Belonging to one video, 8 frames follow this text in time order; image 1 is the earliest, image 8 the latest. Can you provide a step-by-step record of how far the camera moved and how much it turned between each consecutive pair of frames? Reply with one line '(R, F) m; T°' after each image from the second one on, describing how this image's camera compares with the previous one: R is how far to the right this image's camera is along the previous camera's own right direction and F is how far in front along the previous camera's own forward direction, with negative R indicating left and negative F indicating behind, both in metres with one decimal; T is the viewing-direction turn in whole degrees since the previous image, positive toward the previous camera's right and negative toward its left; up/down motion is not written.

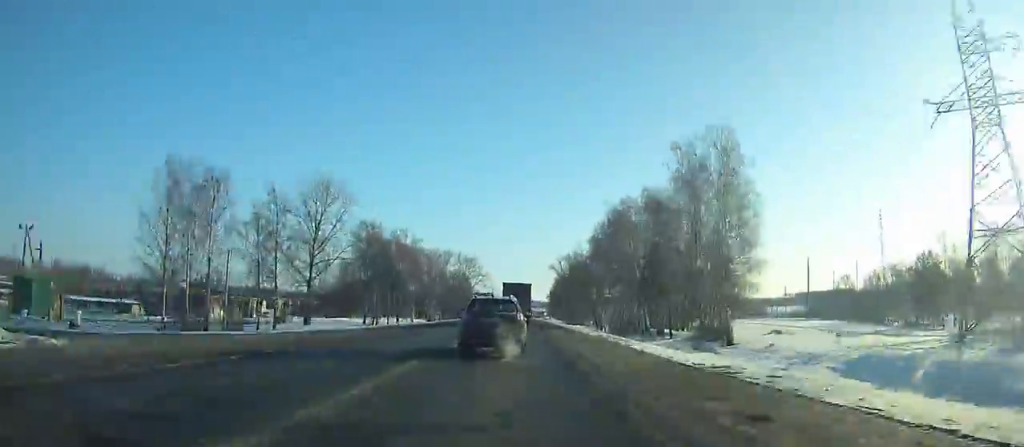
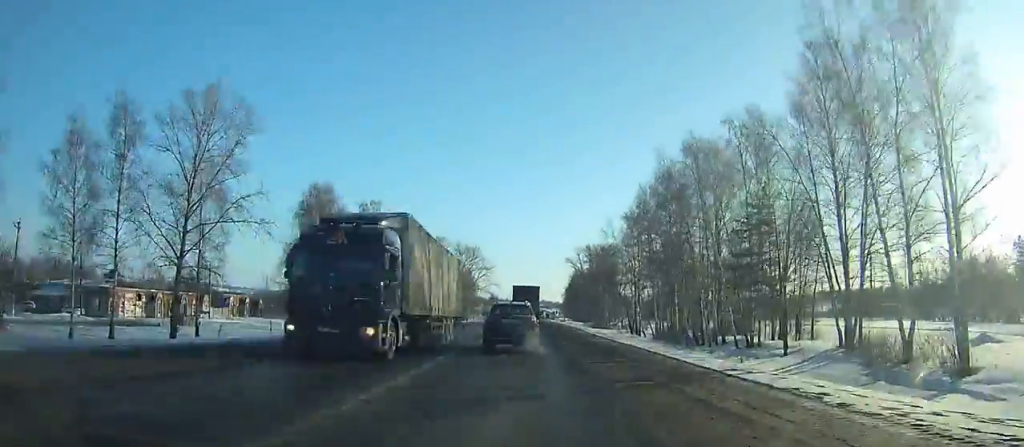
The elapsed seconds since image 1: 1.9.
(0.0, +32.9) m; 0°
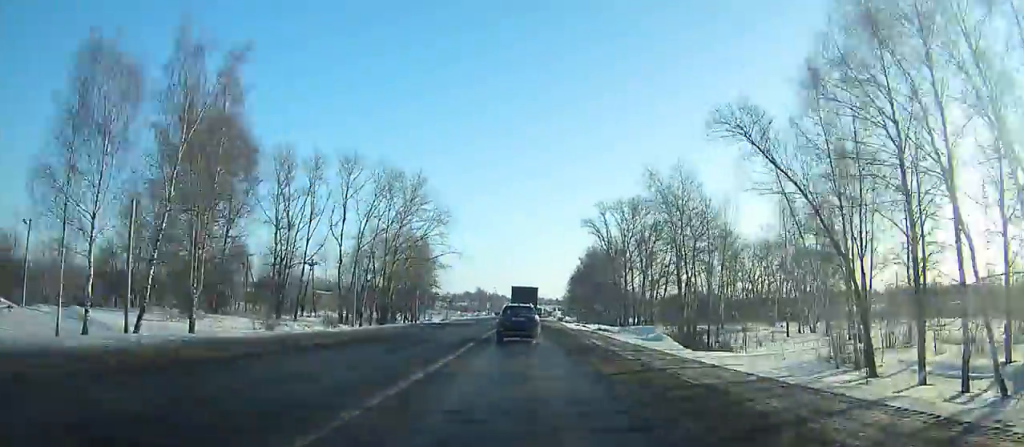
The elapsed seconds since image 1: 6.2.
(-0.1, +76.8) m; 0°
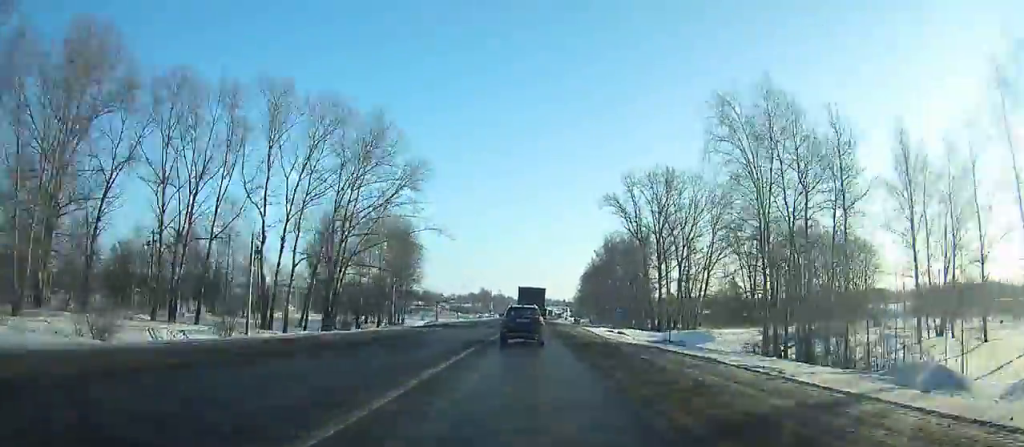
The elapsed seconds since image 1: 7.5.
(+0.1, +23.9) m; 0°
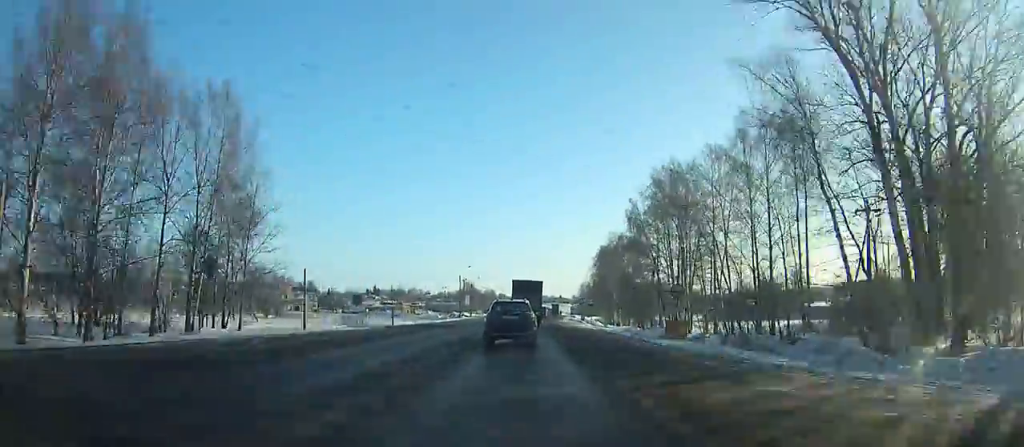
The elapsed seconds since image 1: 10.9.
(+0.5, +62.7) m; +1°
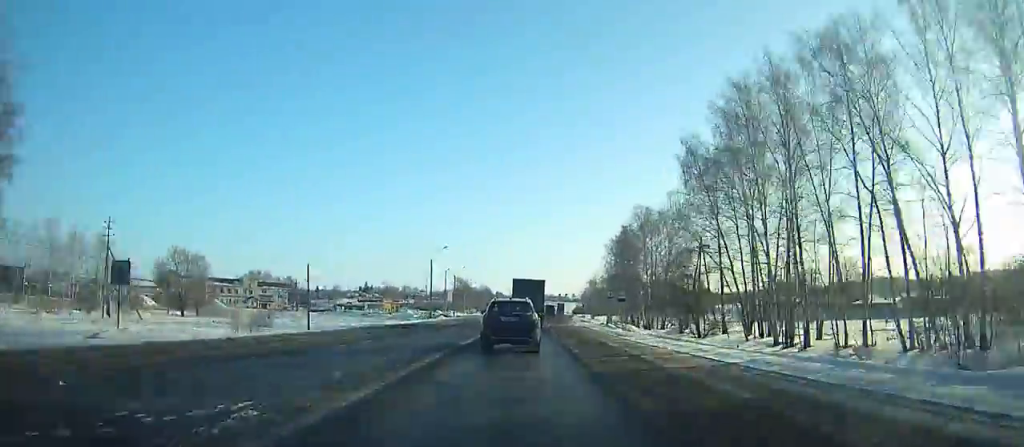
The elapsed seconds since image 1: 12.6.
(+0.2, +30.8) m; +1°
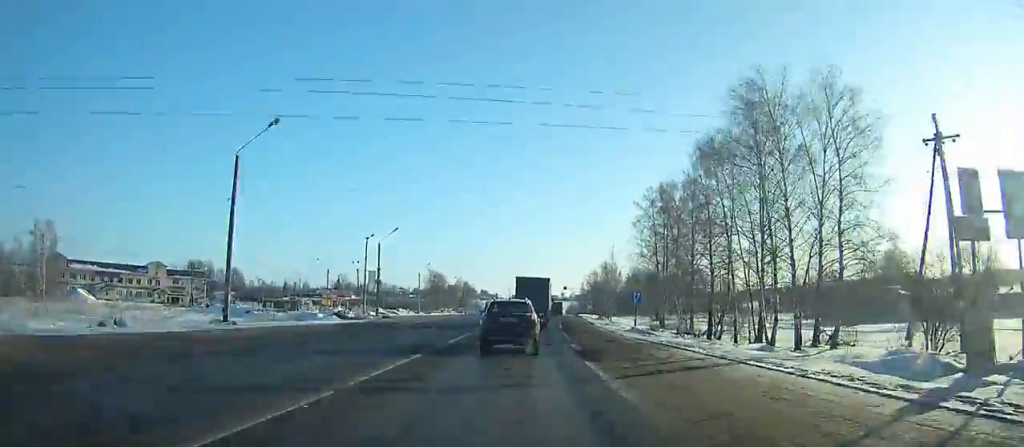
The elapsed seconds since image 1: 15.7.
(+0.5, +54.6) m; +1°
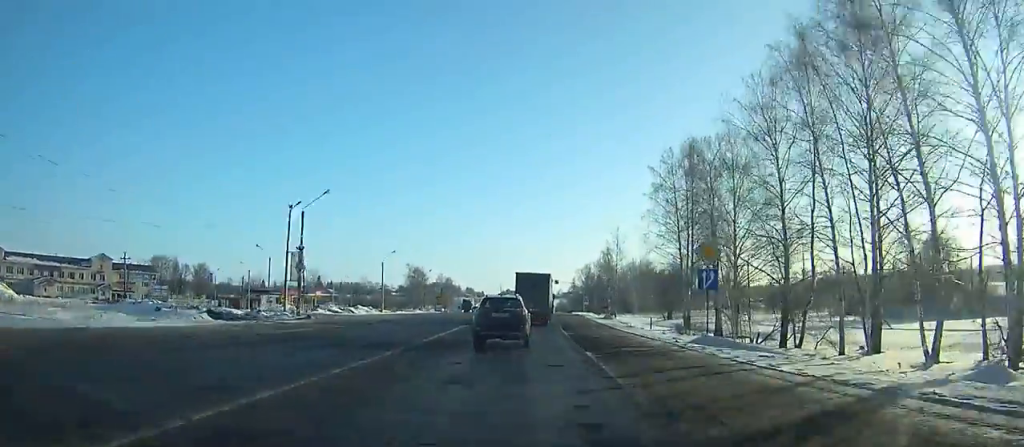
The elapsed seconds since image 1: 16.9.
(0.0, +20.6) m; +1°
